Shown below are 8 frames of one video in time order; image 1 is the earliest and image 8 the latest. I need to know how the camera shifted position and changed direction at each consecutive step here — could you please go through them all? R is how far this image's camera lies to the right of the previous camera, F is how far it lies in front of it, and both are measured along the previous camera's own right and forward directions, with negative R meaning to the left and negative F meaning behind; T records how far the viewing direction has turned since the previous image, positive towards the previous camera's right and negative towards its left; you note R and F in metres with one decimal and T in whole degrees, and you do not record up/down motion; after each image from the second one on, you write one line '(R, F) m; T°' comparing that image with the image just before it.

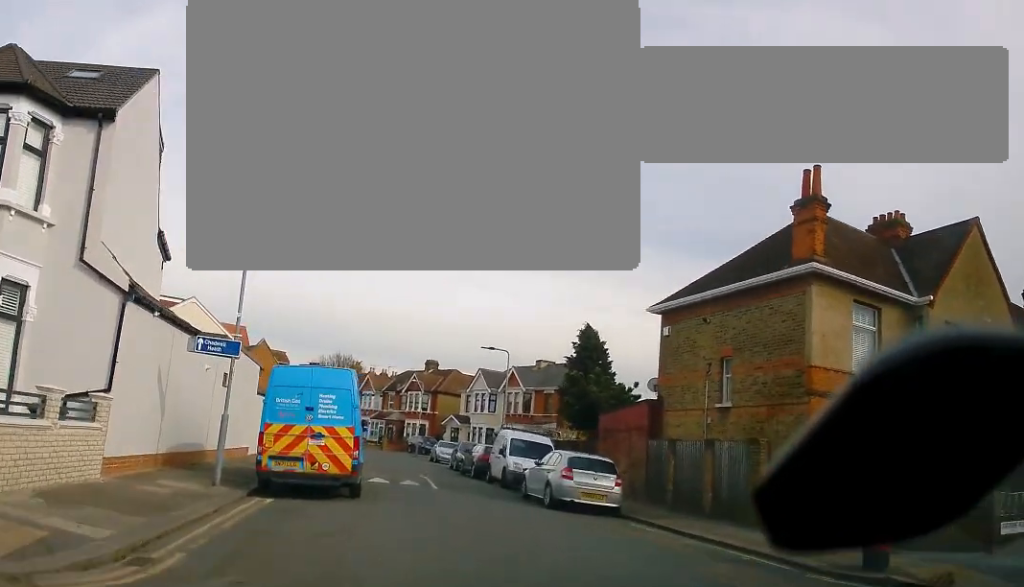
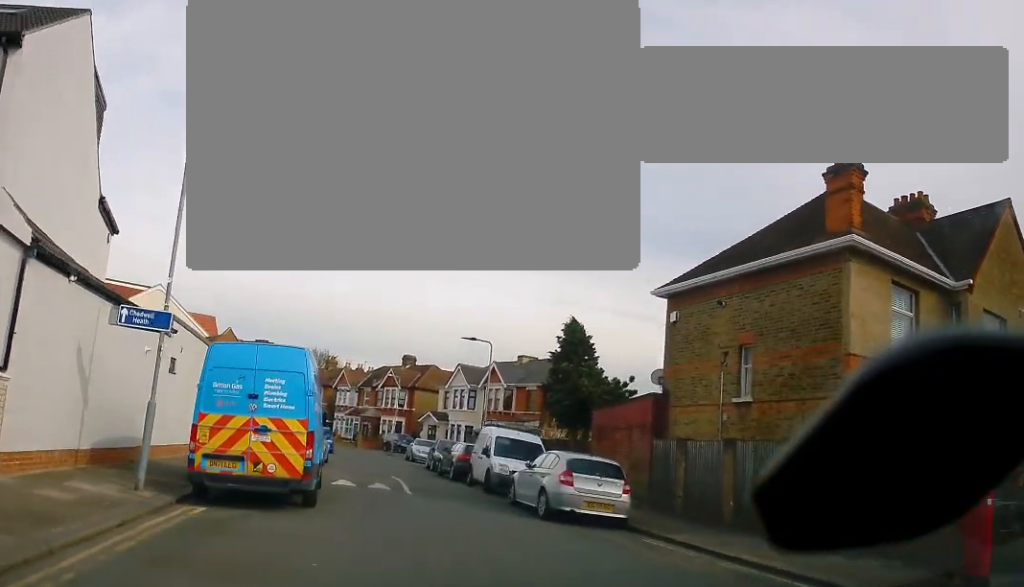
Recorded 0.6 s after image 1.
(0.0, +2.6) m; +1°
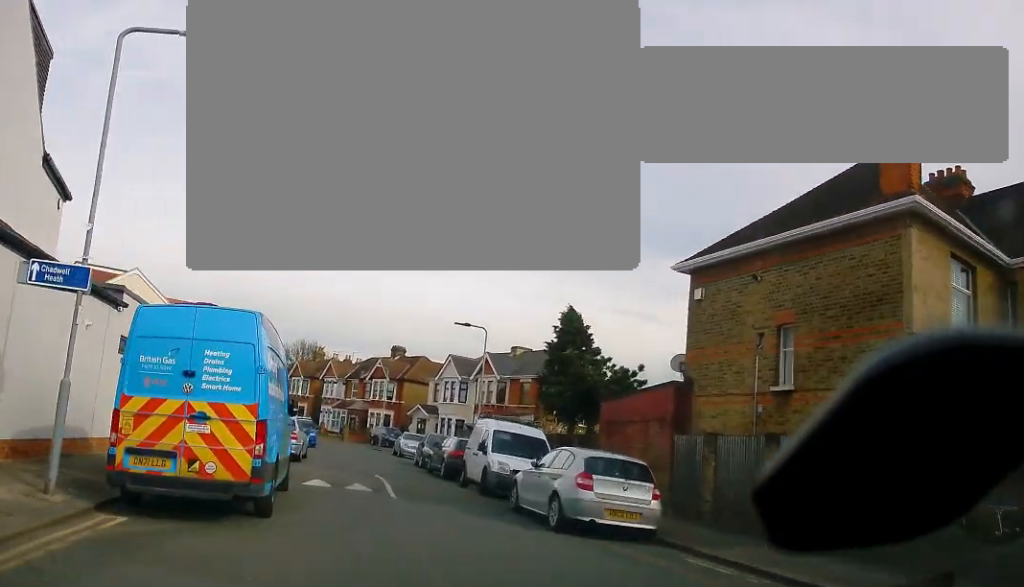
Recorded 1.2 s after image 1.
(+0.2, +2.4) m; -1°
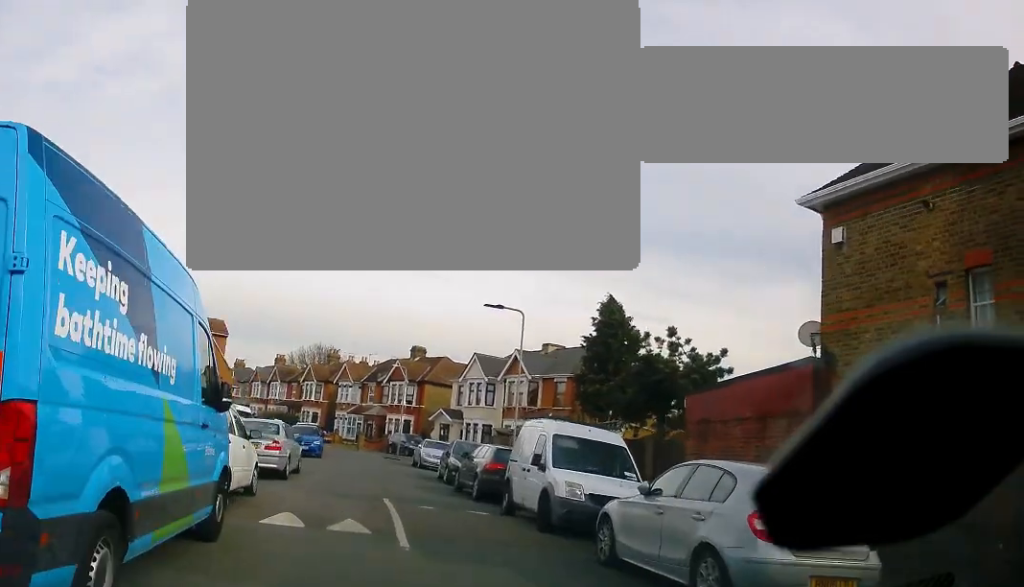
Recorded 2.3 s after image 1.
(-0.4, +5.4) m; -7°
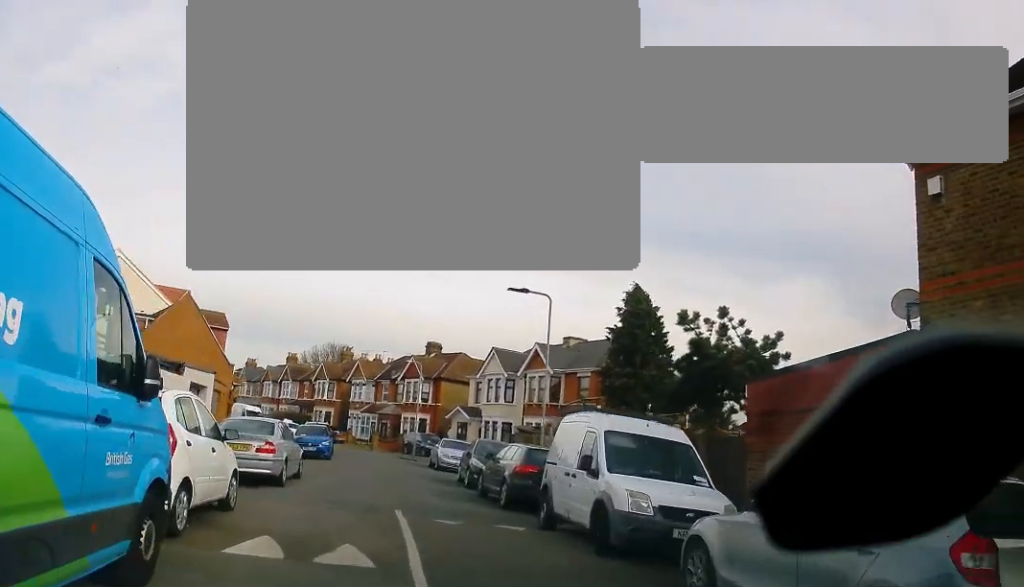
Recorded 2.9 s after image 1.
(0.0, +2.4) m; 0°
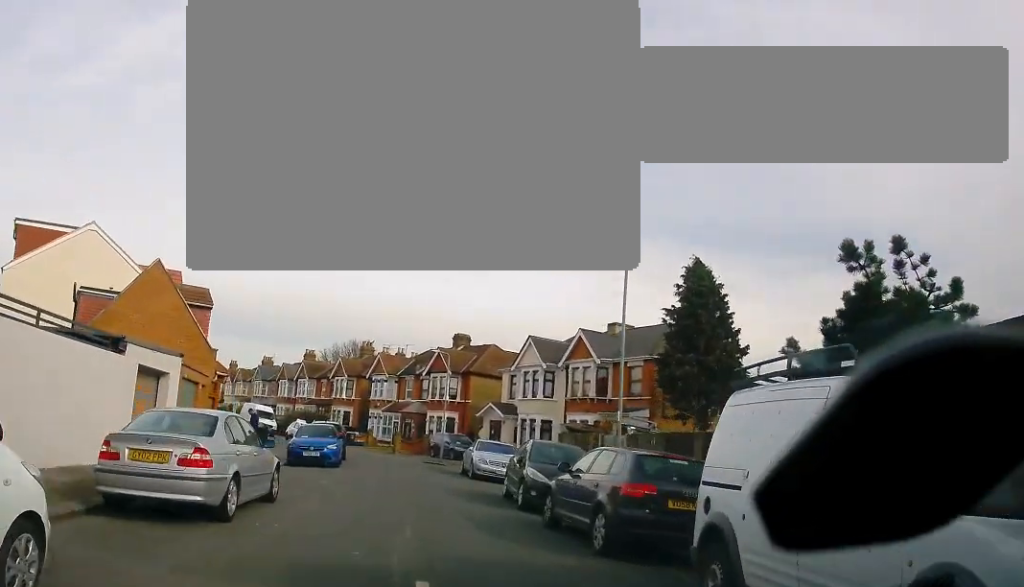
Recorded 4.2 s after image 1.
(0.0, +5.8) m; +7°
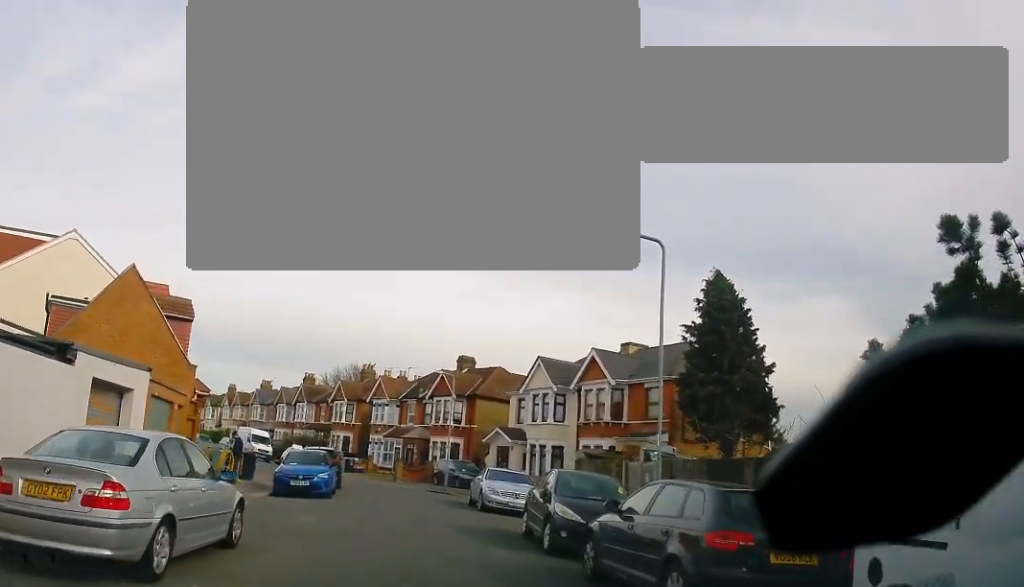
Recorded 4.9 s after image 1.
(+0.3, +2.5) m; -3°
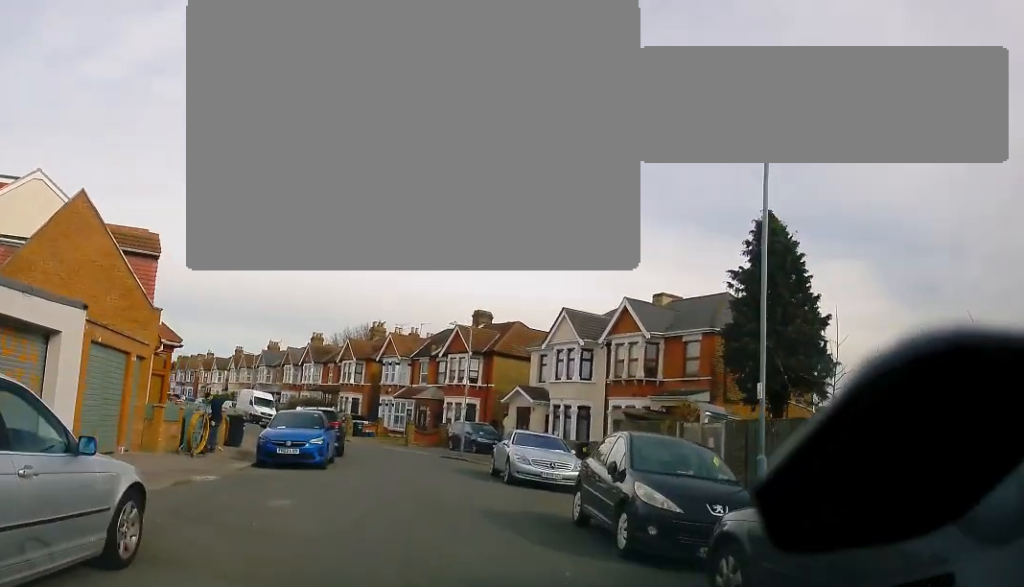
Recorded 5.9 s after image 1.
(-0.3, +3.9) m; -5°
